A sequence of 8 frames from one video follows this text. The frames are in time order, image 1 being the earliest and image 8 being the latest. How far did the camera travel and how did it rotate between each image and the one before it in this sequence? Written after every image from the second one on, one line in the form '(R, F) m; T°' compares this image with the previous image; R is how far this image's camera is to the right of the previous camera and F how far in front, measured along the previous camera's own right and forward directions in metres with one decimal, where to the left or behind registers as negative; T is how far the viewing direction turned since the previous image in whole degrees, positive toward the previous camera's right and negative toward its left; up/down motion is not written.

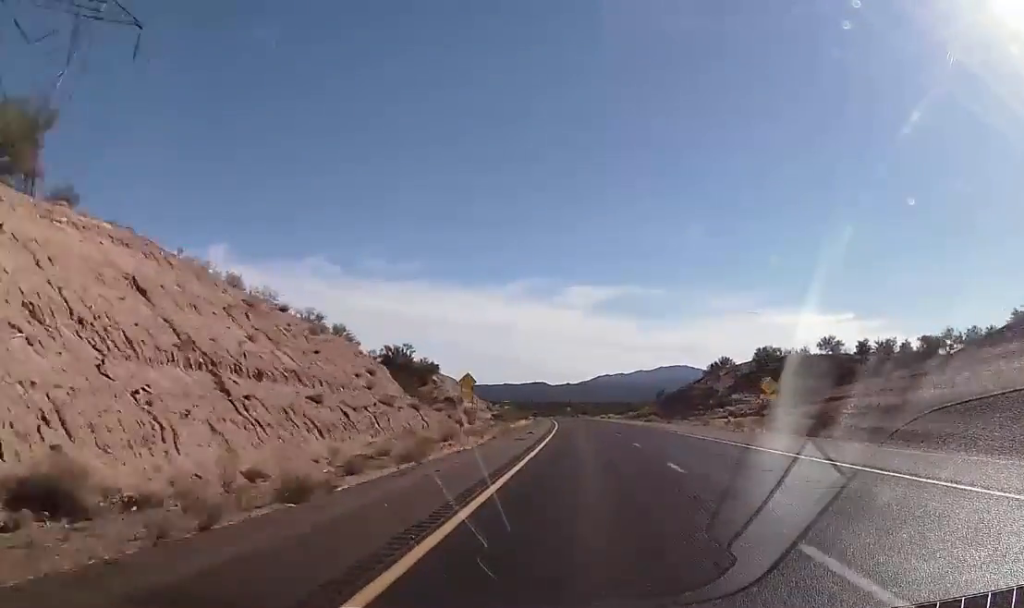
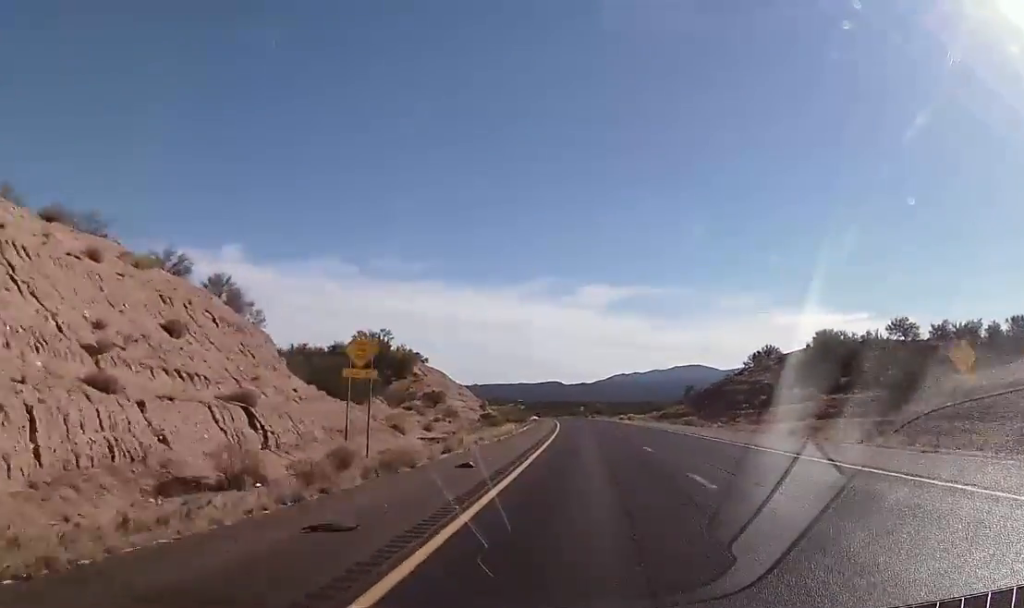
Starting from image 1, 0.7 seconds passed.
(-0.1, +27.8) m; 0°
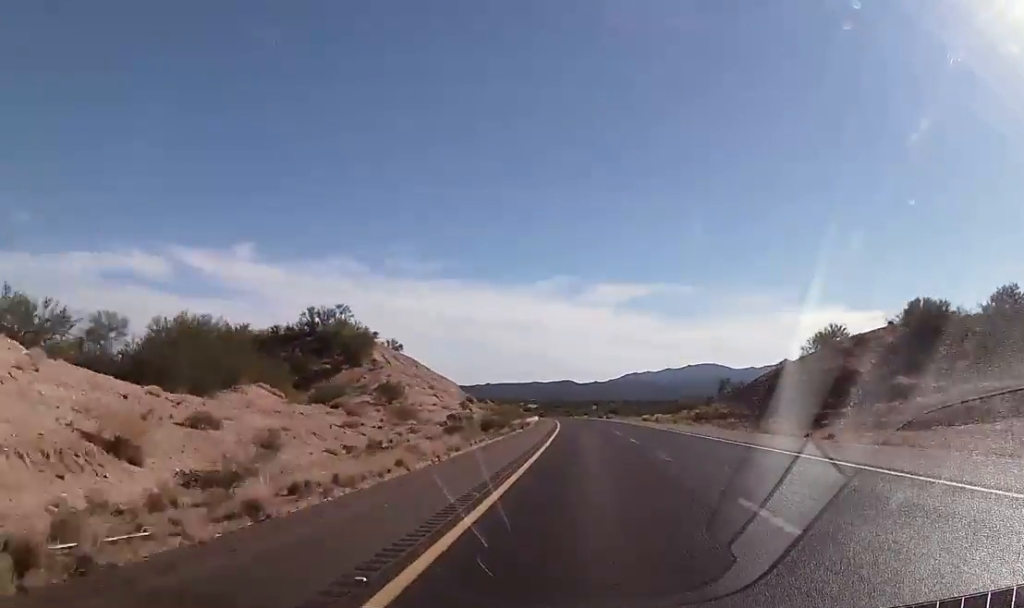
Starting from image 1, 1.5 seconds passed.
(0.0, +29.1) m; -1°
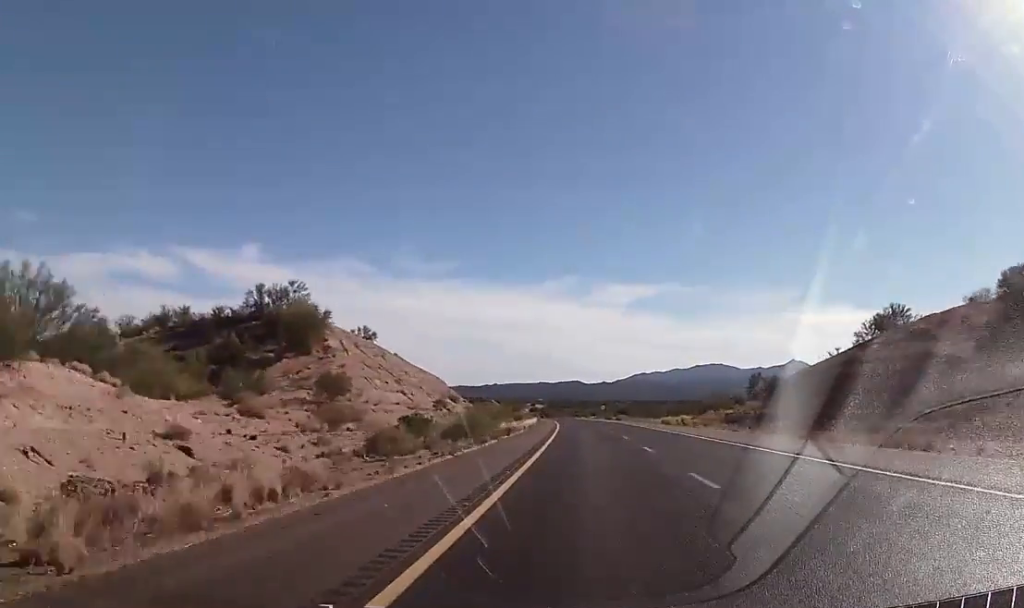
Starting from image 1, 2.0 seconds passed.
(-0.2, +18.9) m; -1°
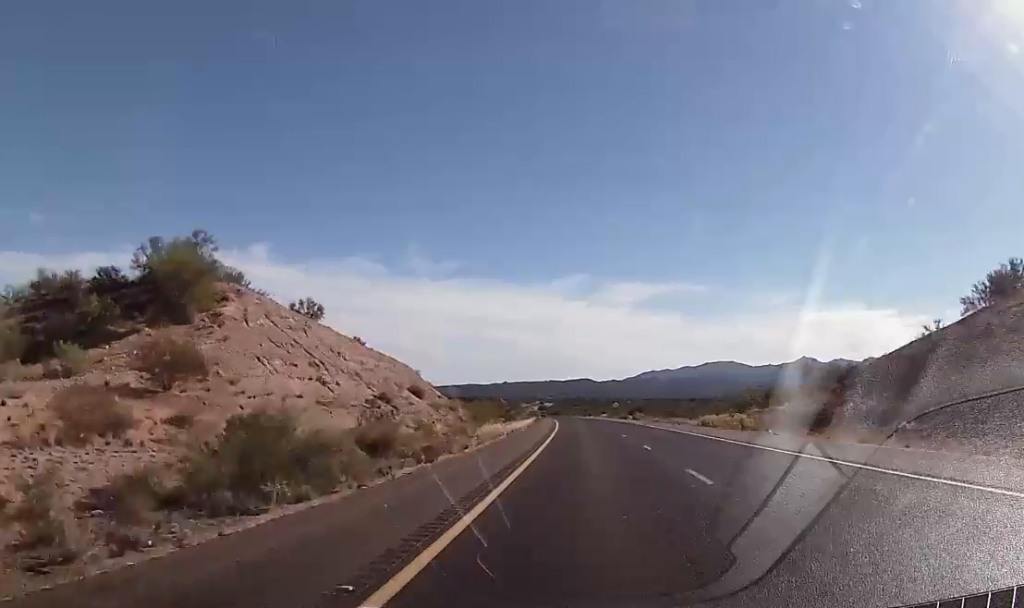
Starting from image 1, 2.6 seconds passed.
(-0.2, +24.0) m; -1°
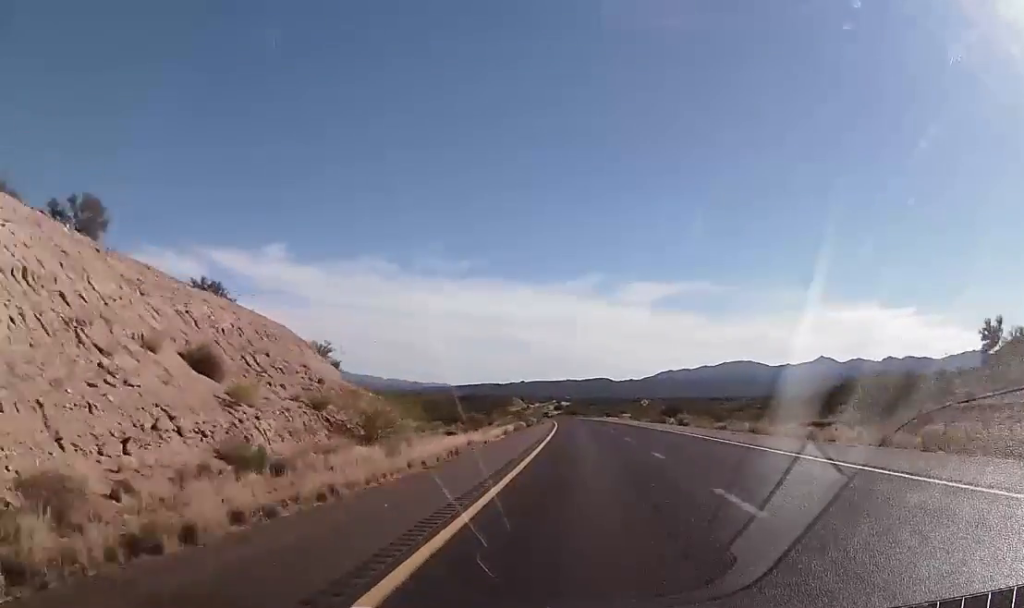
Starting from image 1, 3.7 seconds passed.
(-0.5, +40.5) m; -1°
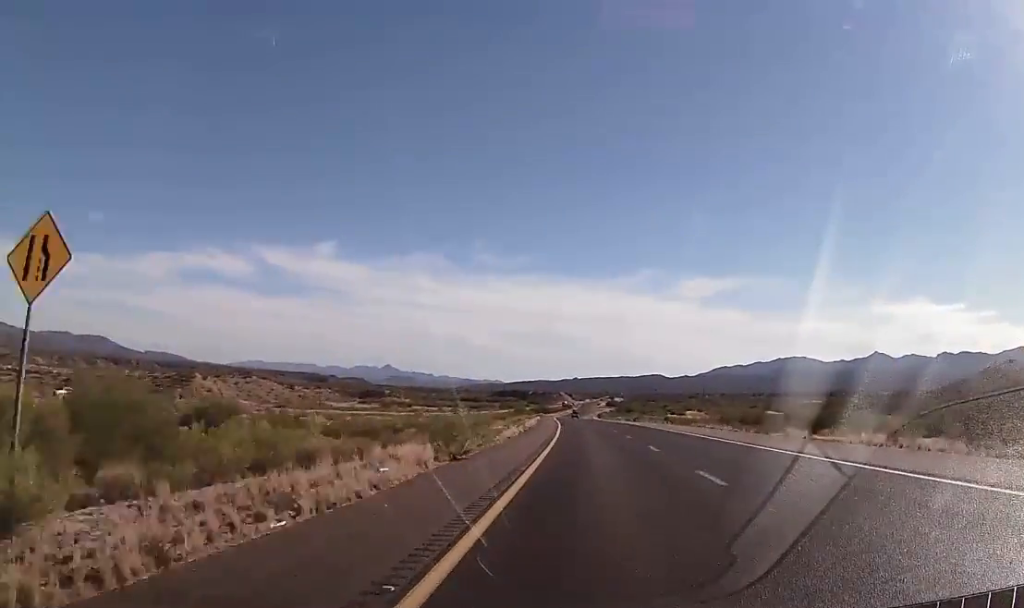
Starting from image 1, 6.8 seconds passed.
(-3.5, +117.5) m; -4°
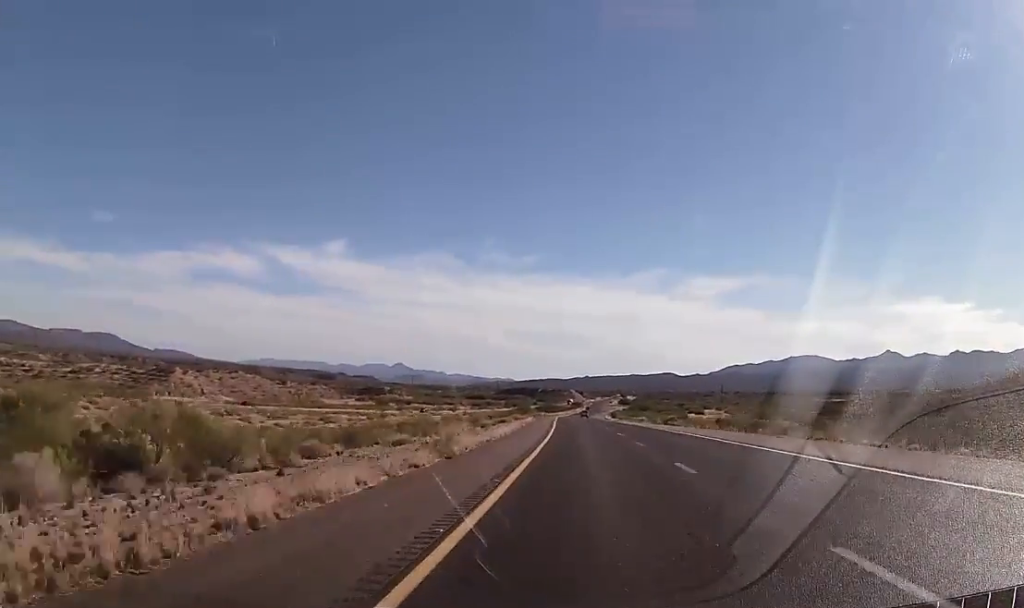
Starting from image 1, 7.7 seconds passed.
(-0.2, +34.0) m; -1°
